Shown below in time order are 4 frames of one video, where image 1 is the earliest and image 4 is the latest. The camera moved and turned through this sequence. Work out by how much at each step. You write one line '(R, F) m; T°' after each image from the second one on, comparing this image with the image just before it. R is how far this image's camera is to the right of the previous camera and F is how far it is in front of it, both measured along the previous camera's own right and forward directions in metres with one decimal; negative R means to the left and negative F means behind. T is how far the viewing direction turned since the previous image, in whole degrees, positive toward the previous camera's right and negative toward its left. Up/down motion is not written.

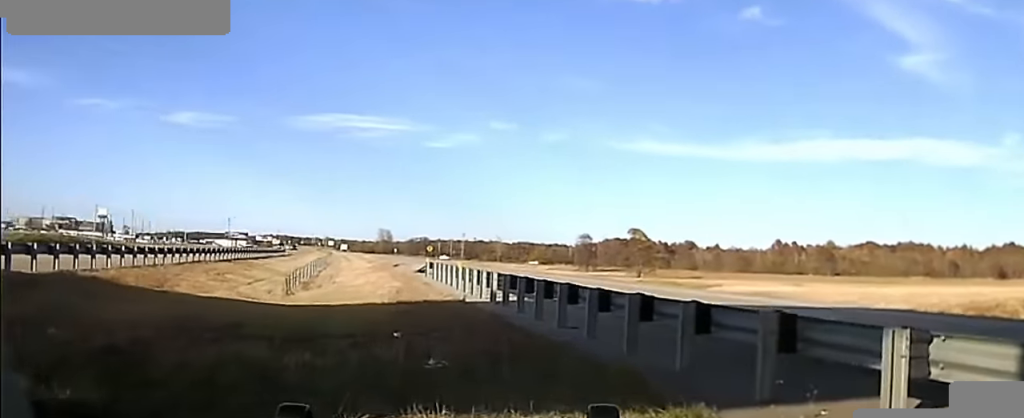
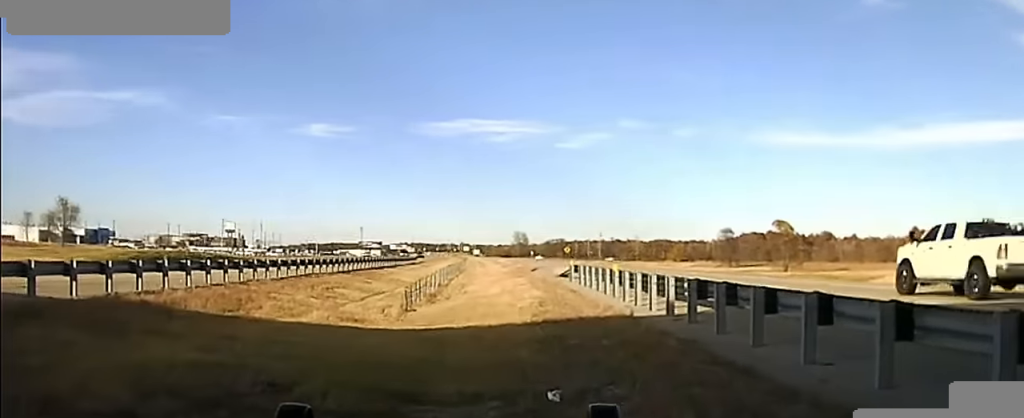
(-0.8, +6.4) m; -13°
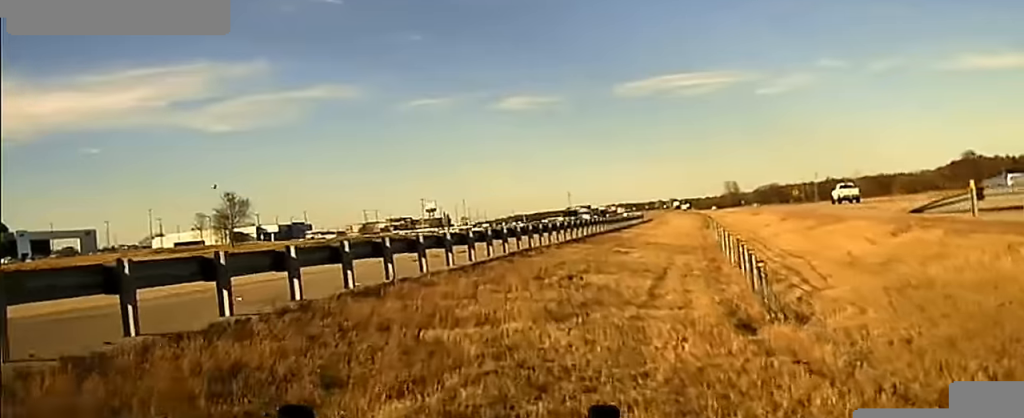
(-2.6, +17.3) m; -10°
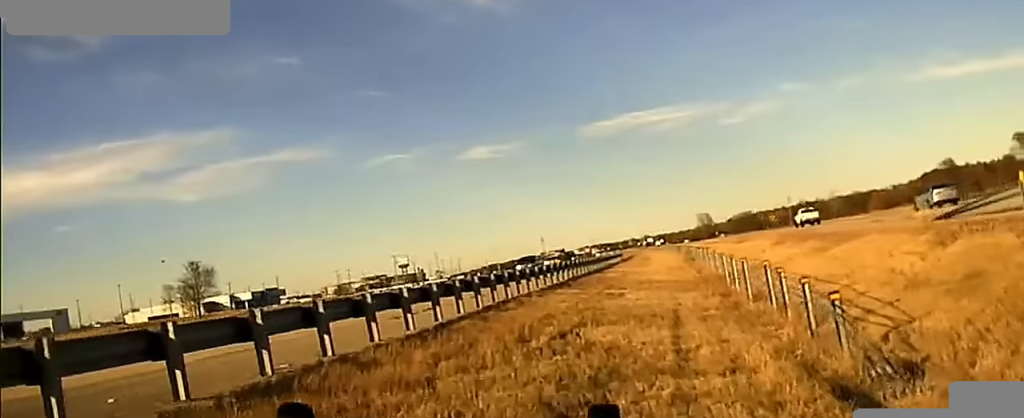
(0.0, +3.6) m; +1°
